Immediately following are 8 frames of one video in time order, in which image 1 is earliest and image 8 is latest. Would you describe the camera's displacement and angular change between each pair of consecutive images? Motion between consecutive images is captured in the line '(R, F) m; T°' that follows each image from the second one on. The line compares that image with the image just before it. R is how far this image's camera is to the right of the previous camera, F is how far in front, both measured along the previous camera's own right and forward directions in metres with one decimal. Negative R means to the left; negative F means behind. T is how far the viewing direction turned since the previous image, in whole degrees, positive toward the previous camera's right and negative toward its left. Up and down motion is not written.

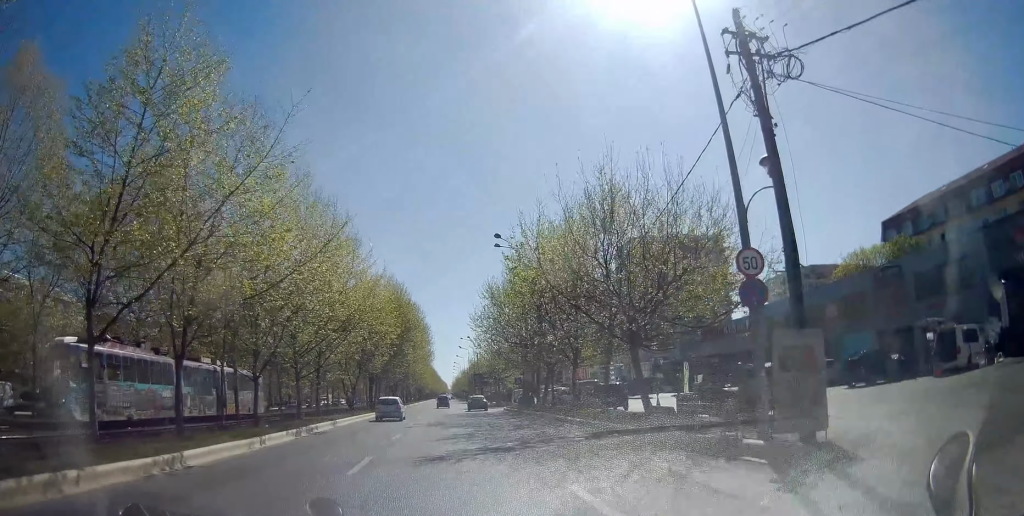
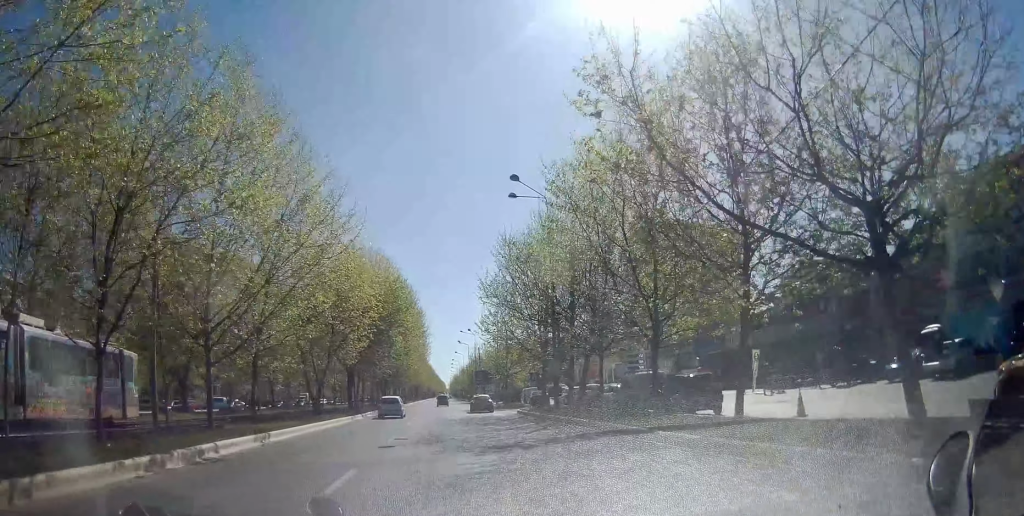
(-0.3, +11.4) m; -2°
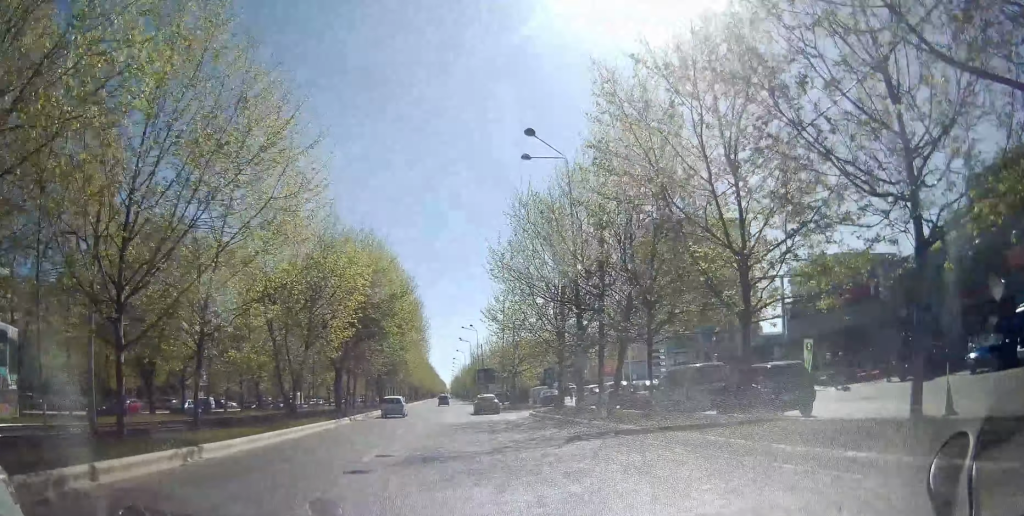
(-0.1, +5.6) m; +1°
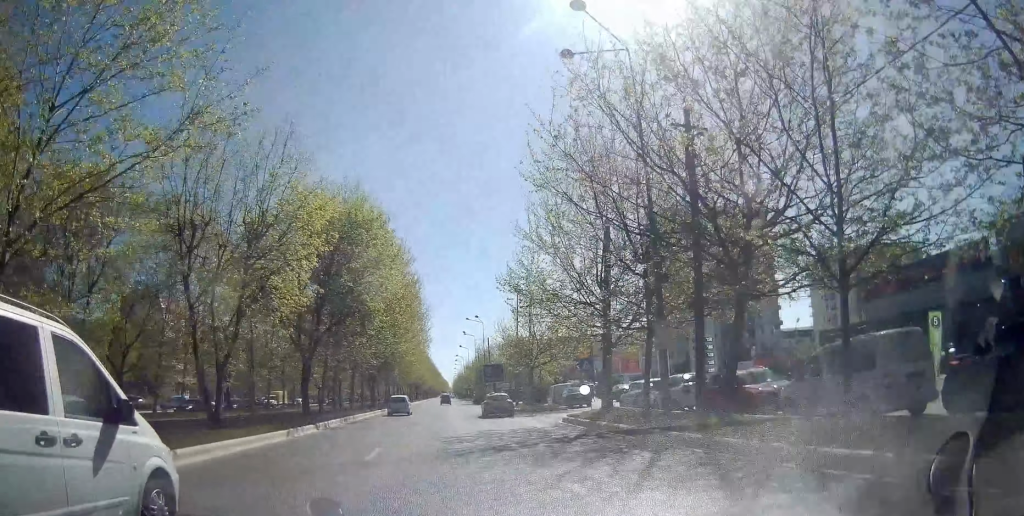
(+0.1, +9.4) m; +1°
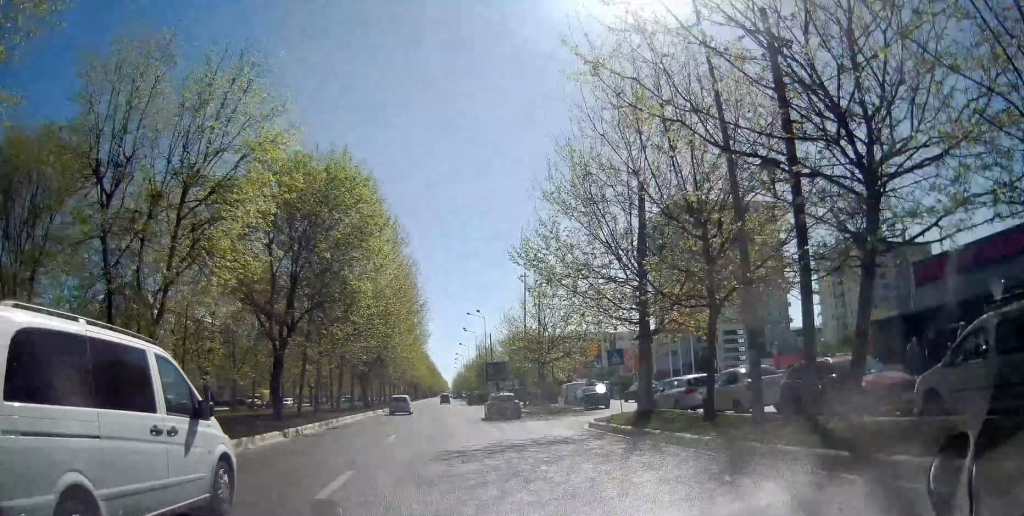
(+0.2, +5.0) m; 0°
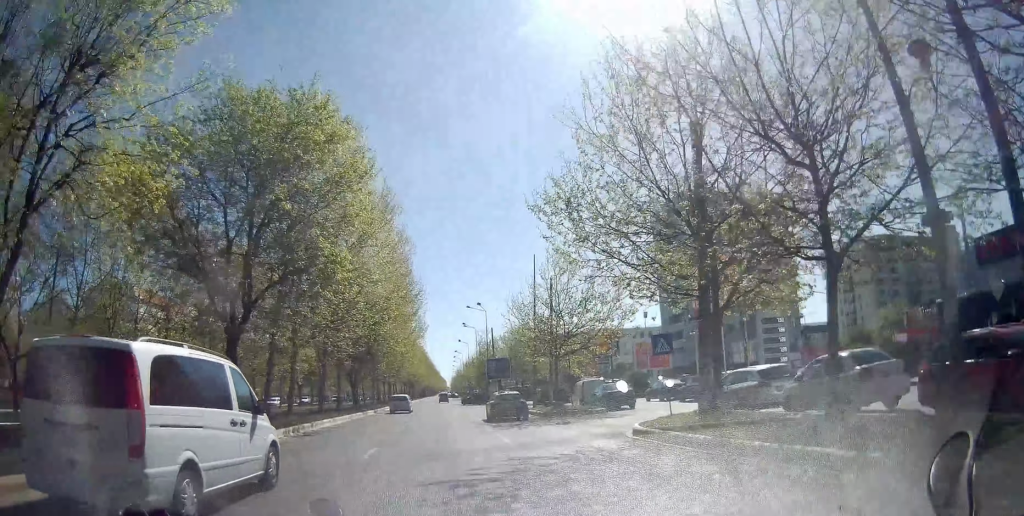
(-0.2, +5.6) m; 0°
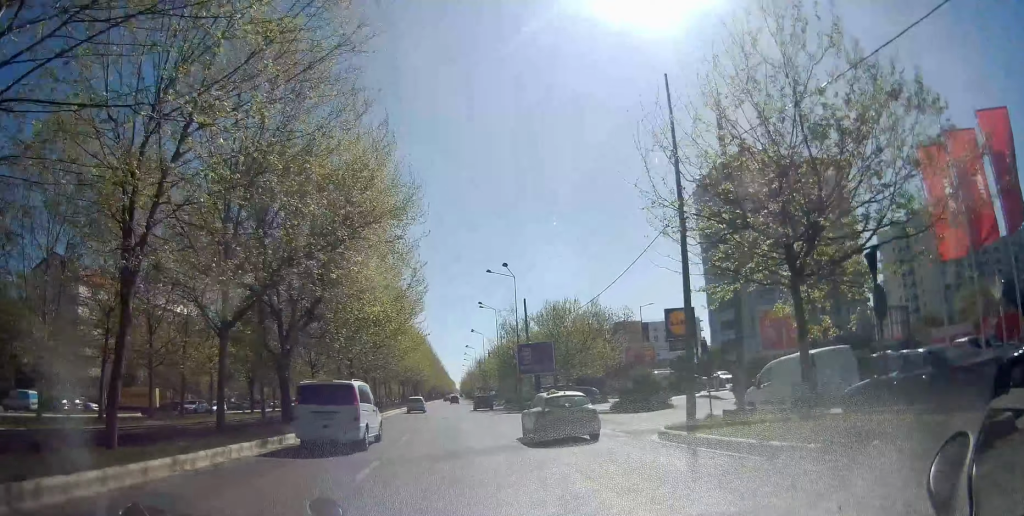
(+0.3, +23.2) m; +1°
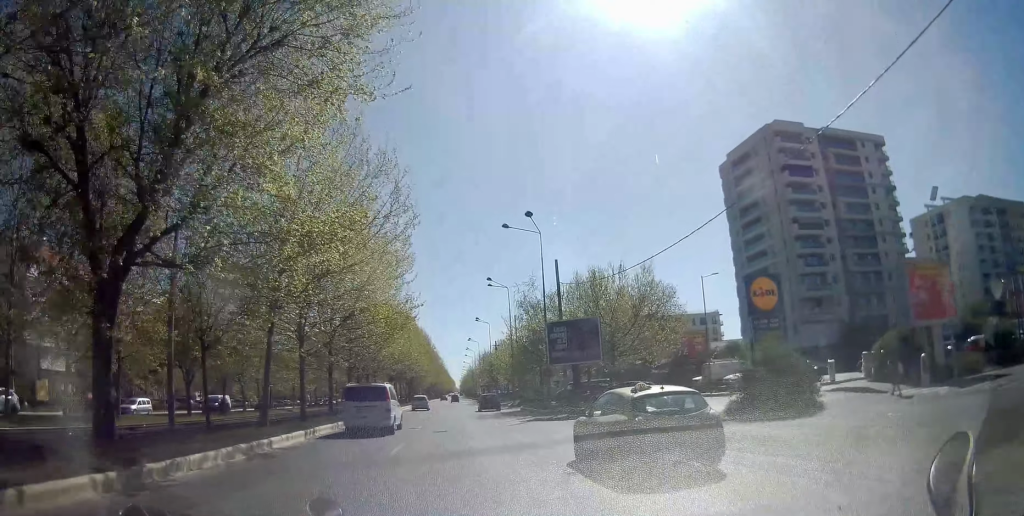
(0.0, +13.9) m; -3°
